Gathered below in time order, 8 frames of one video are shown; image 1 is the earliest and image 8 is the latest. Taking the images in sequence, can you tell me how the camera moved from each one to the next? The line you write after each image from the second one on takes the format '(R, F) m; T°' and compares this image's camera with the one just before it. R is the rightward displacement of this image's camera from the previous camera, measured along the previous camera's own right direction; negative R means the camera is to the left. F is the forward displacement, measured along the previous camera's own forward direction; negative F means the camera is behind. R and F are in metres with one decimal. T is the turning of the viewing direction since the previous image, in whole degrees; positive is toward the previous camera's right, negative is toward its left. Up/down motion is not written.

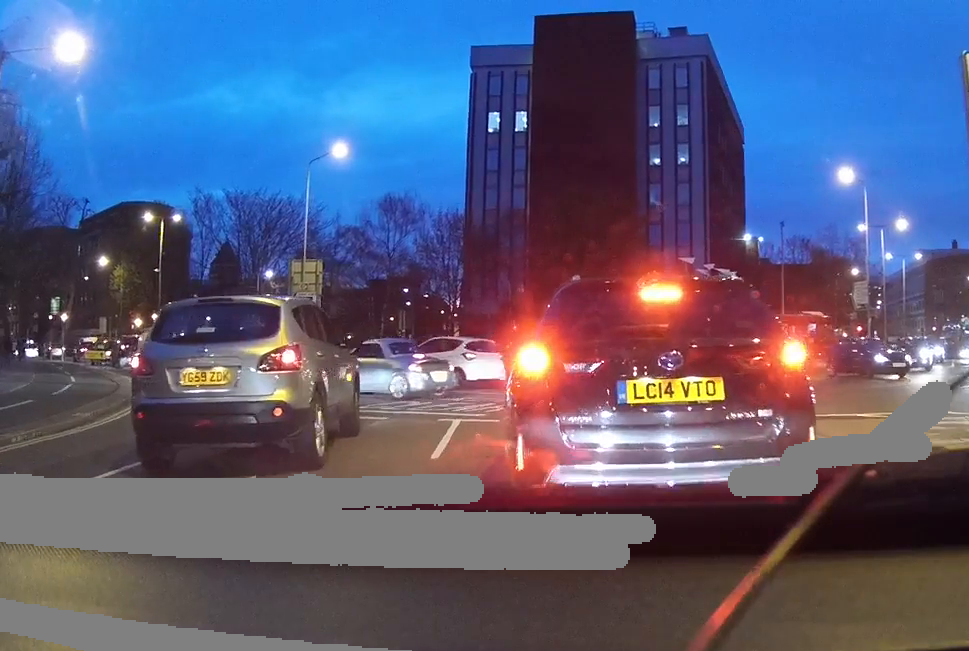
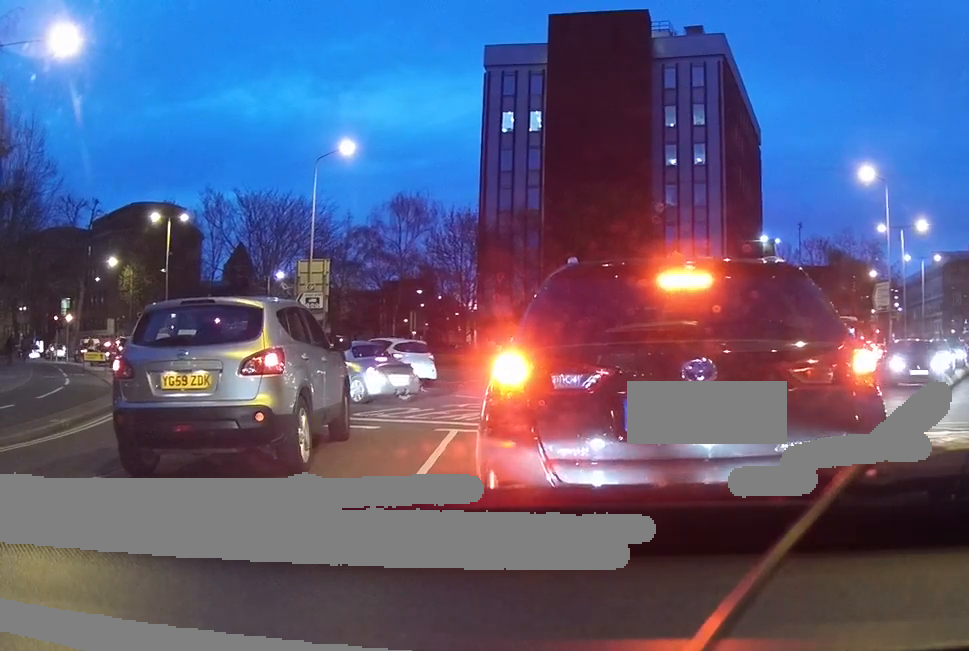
(0.0, +2.7) m; 0°
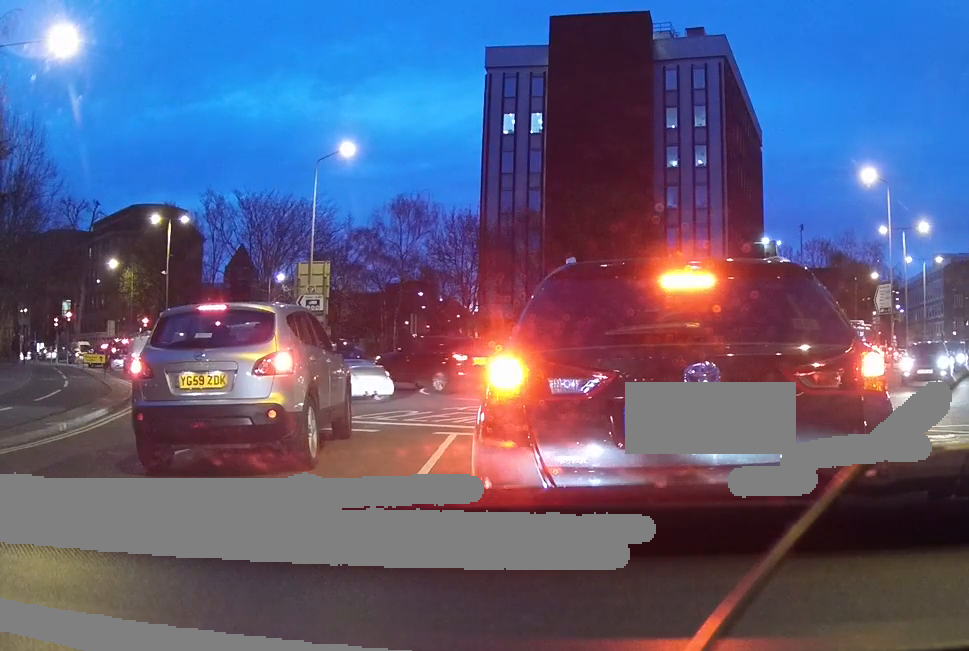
(0.0, +0.8) m; 0°
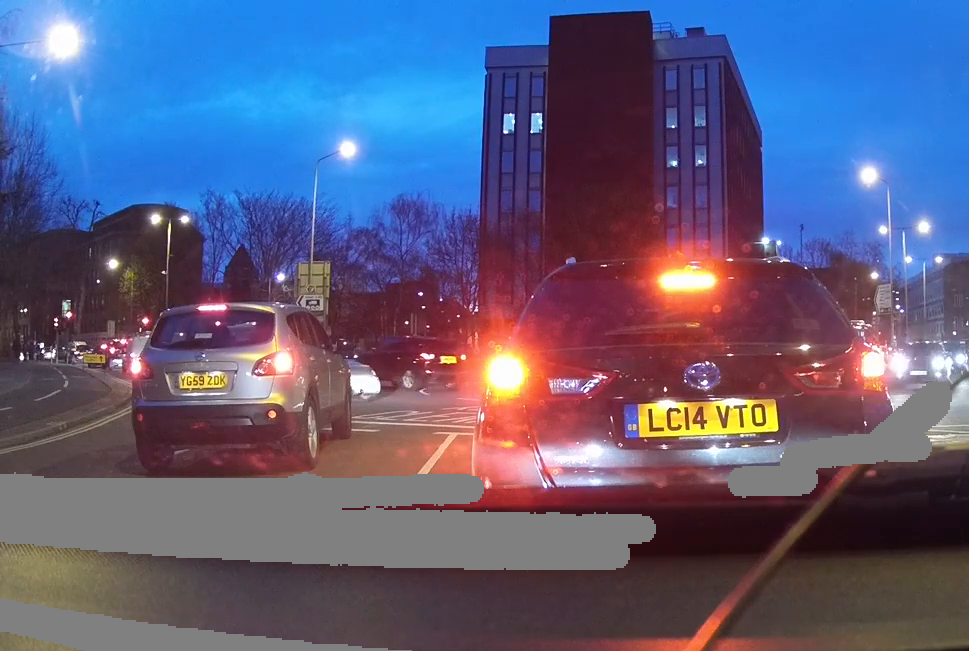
(0.0, 0.0) m; 0°
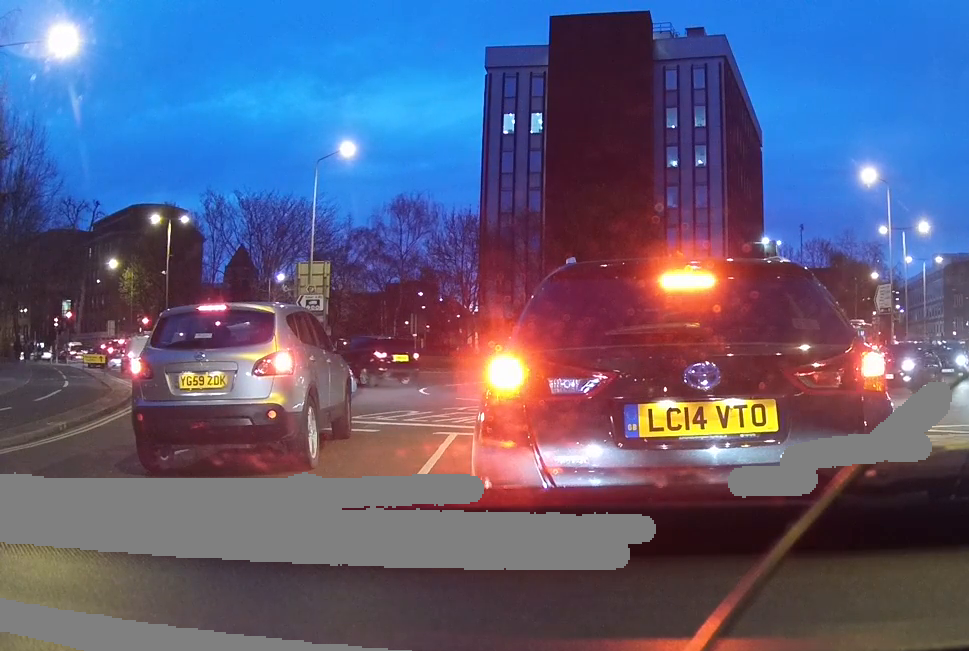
(0.0, 0.0) m; 0°
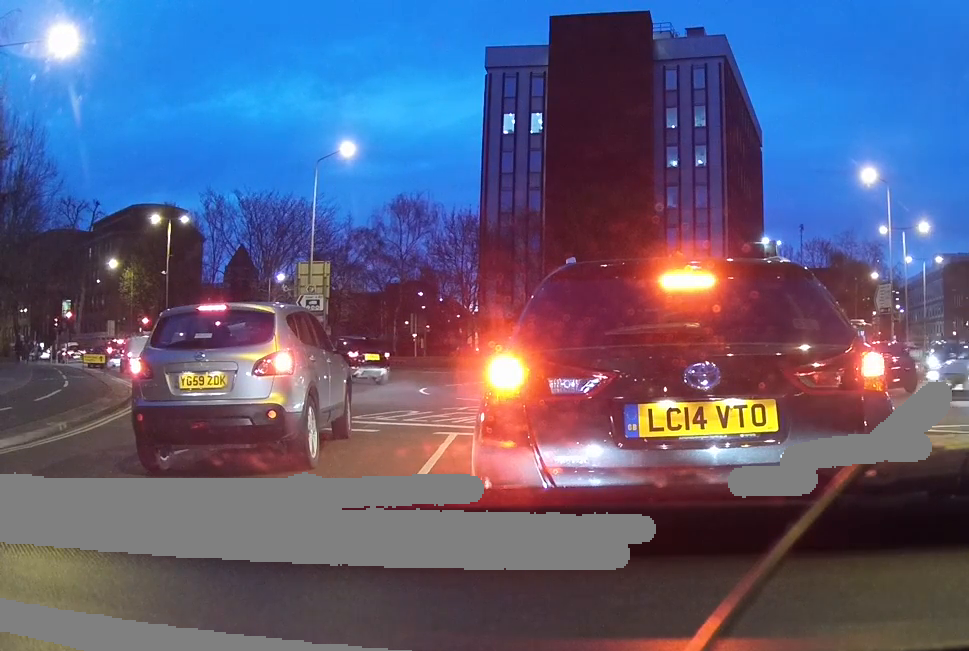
(0.0, 0.0) m; 0°
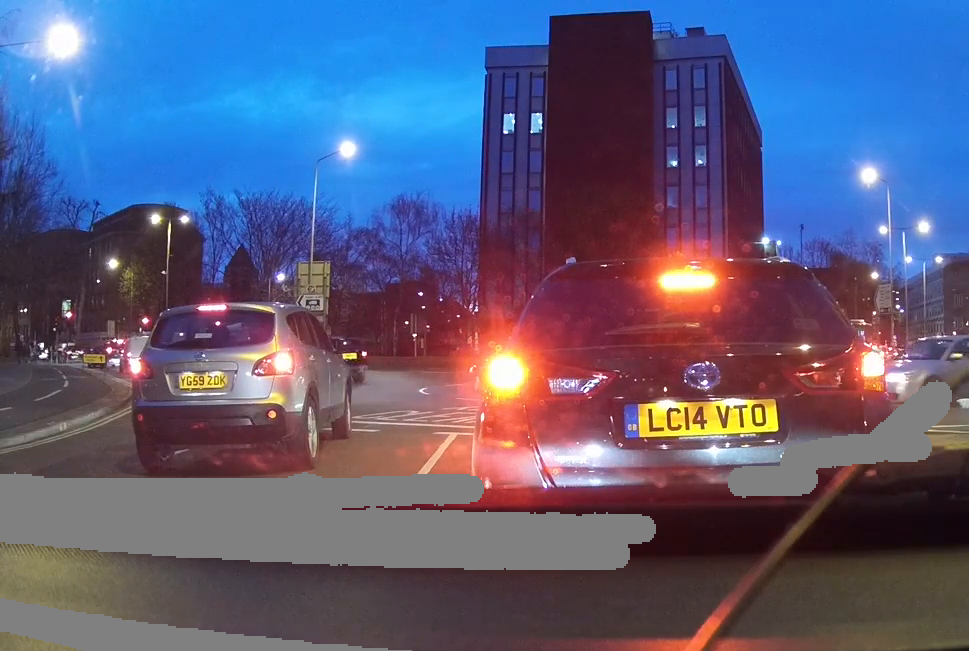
(0.0, 0.0) m; 0°
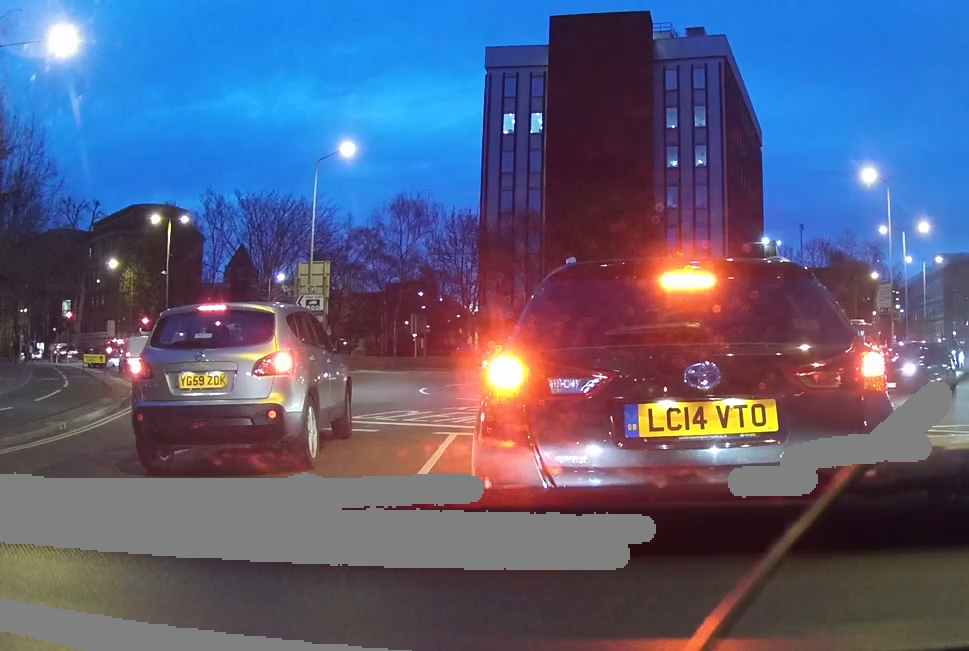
(0.0, 0.0) m; 0°
